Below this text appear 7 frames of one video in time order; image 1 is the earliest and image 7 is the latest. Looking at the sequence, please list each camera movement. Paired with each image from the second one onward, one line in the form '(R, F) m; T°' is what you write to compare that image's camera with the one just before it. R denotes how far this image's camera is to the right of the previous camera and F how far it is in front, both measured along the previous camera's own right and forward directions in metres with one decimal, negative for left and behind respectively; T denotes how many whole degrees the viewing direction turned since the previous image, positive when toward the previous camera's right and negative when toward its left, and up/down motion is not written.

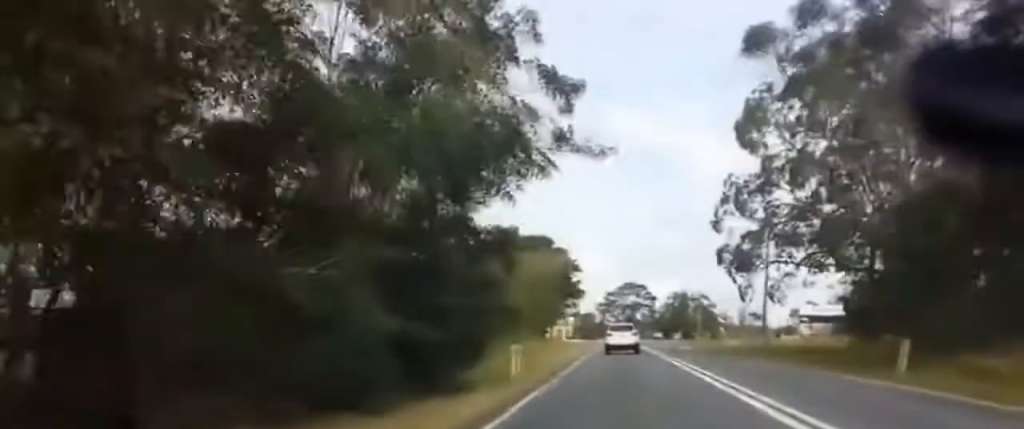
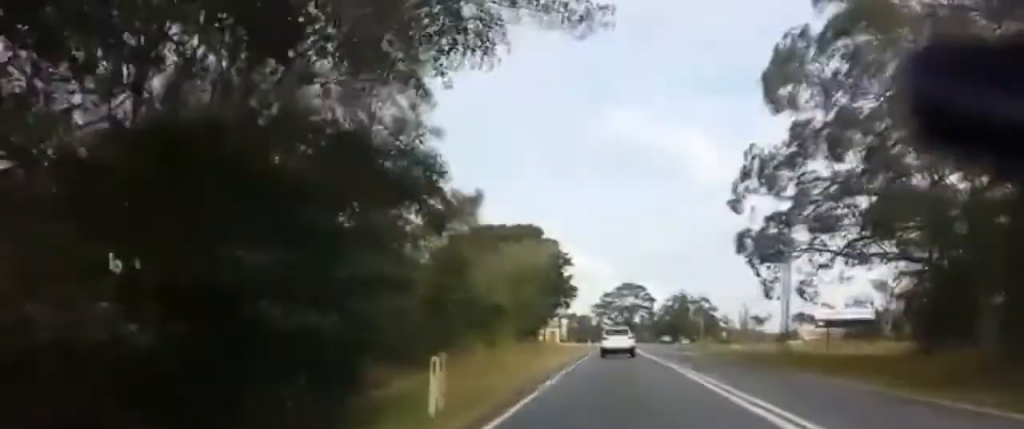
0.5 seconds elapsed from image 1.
(0.0, +11.2) m; 0°
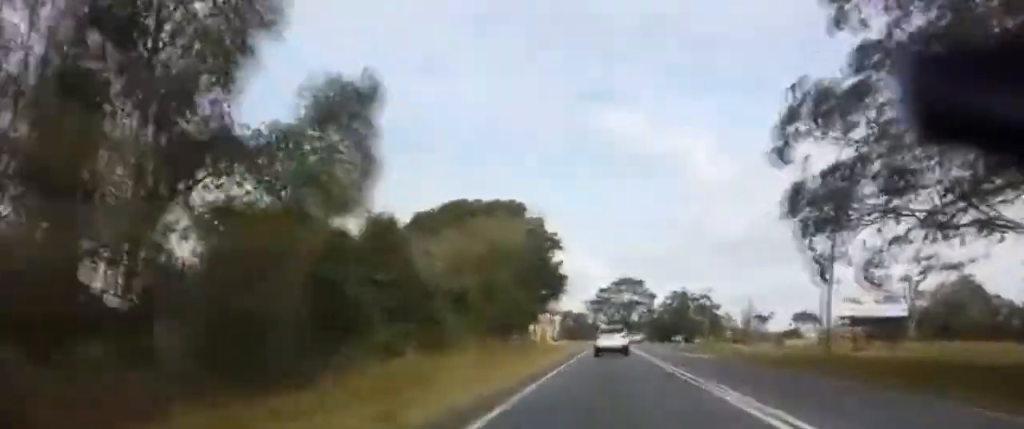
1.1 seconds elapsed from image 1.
(-0.1, +14.2) m; -1°
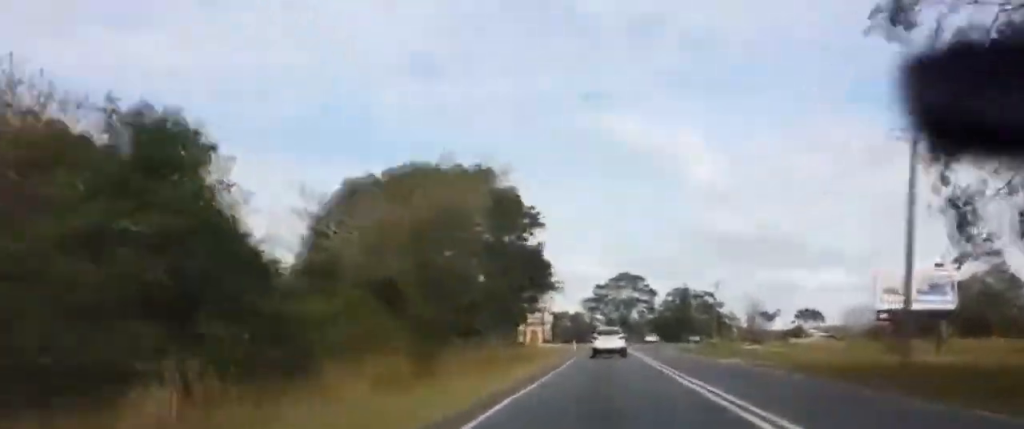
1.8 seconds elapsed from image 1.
(0.0, +15.5) m; 0°
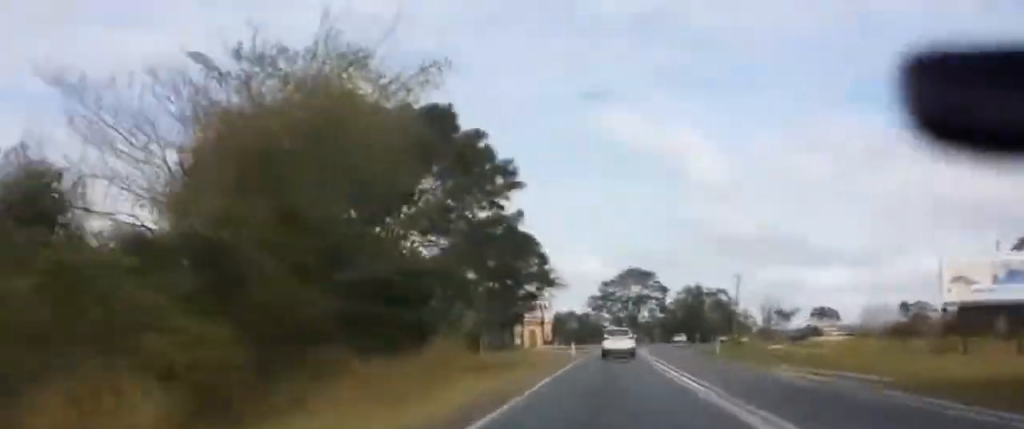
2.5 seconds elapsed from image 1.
(-0.1, +15.4) m; 0°
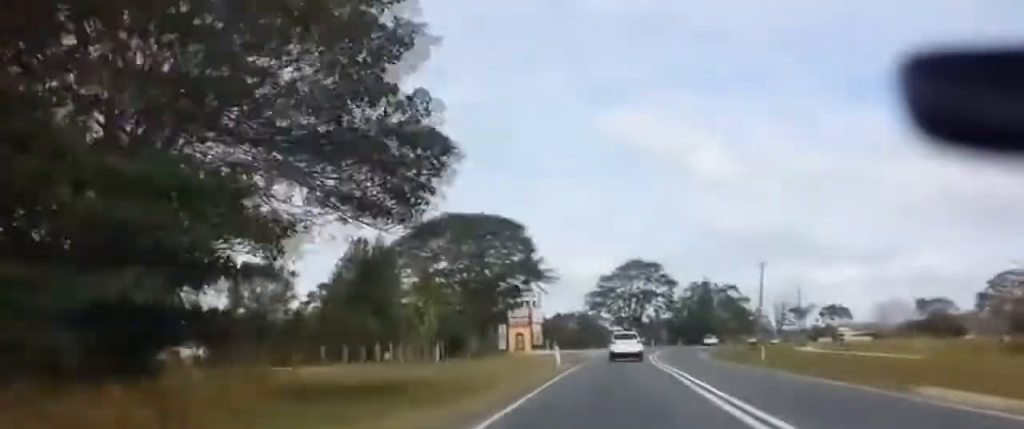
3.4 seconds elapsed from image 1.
(-0.1, +19.6) m; 0°
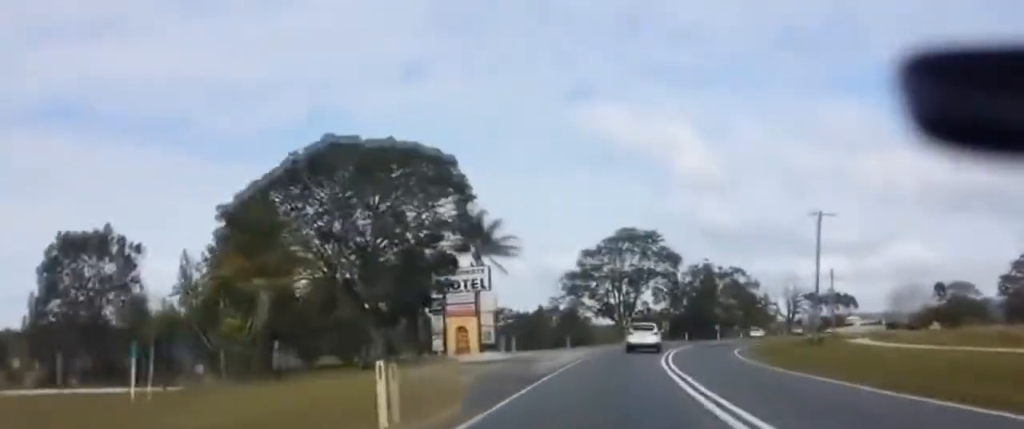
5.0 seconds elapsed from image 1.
(+0.3, +33.3) m; +3°
